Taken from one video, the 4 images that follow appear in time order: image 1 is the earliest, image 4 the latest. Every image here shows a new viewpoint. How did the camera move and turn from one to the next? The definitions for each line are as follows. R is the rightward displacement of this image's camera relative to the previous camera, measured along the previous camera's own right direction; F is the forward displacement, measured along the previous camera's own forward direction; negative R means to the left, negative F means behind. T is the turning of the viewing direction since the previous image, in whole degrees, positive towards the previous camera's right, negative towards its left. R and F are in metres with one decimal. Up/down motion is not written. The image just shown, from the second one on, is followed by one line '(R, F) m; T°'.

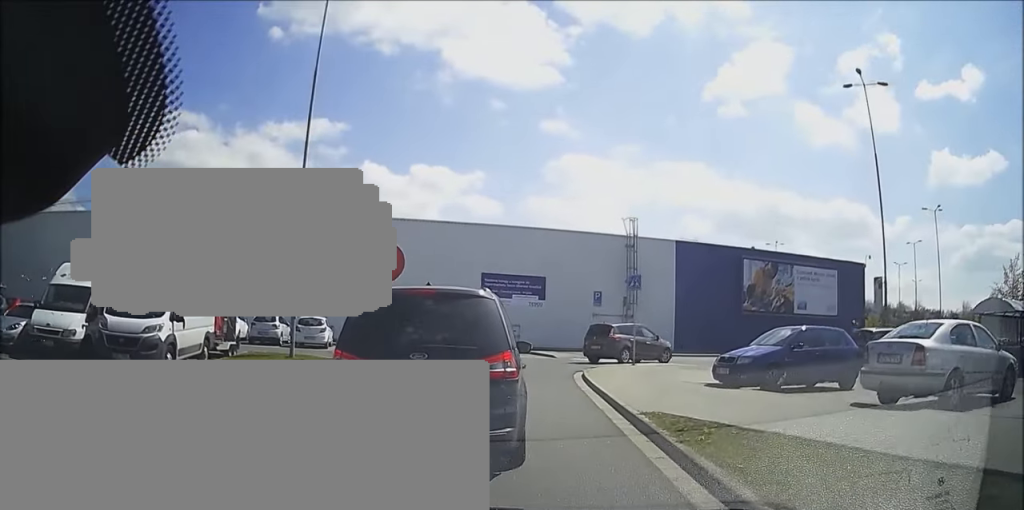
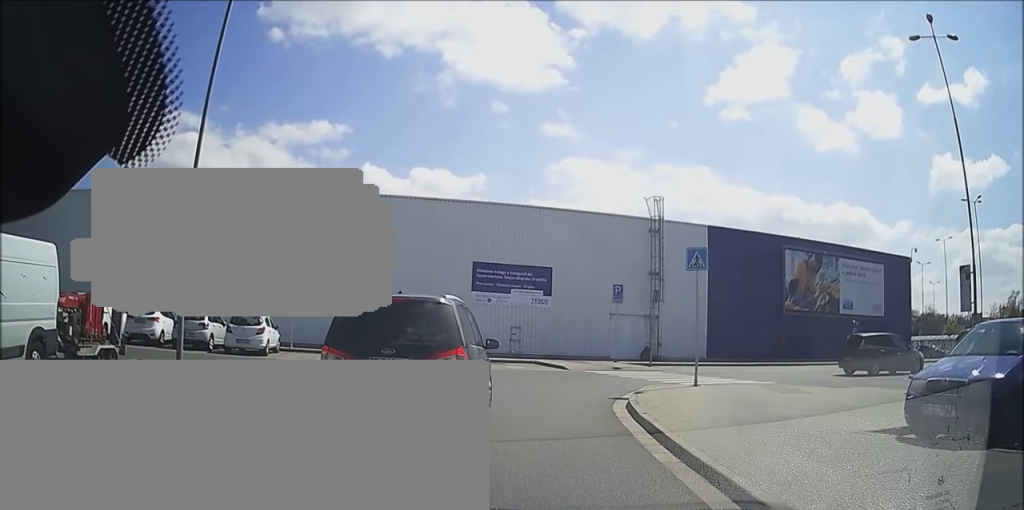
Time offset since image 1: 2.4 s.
(+1.4, +8.5) m; -3°
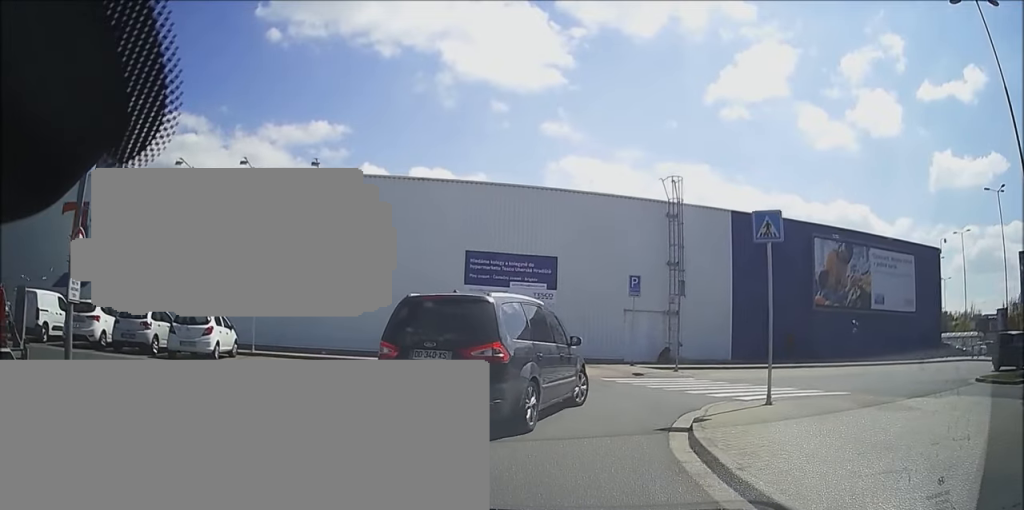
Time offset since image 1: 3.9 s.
(-0.4, +3.9) m; -2°
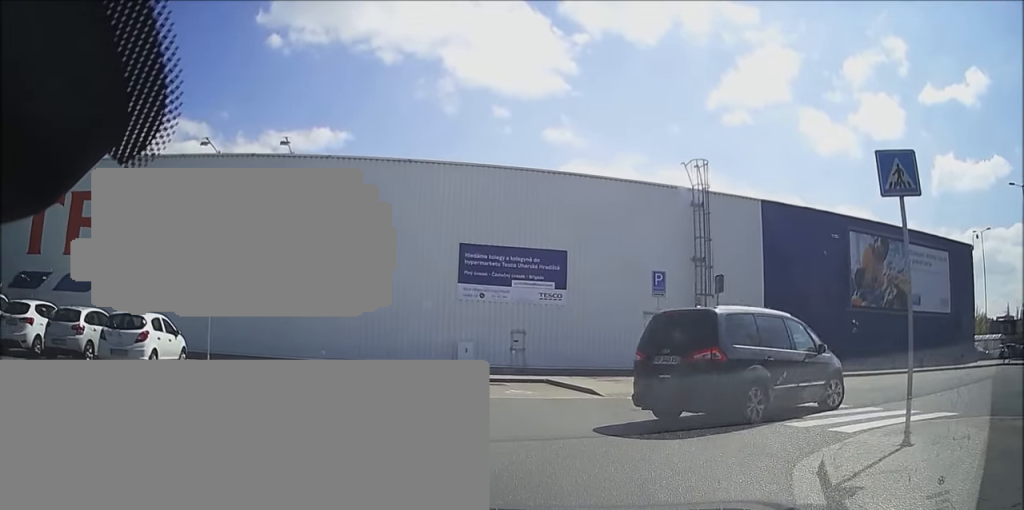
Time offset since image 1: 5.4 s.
(-0.5, +3.7) m; -1°
